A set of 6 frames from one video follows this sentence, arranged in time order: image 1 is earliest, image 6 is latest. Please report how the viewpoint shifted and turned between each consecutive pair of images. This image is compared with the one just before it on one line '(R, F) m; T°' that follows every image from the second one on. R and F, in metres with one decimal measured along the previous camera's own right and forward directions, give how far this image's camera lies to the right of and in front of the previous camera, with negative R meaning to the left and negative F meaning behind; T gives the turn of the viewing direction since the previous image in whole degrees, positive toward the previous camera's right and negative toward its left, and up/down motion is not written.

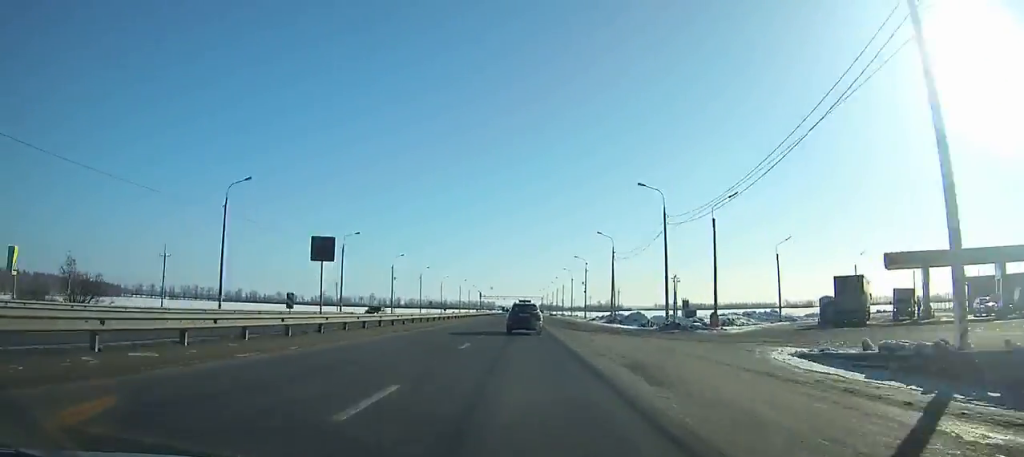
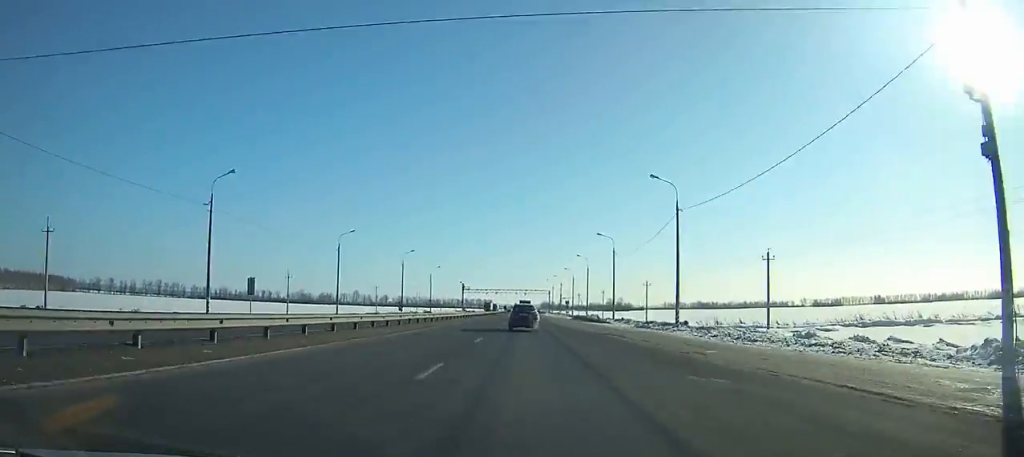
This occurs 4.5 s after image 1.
(-0.4, +90.8) m; 0°
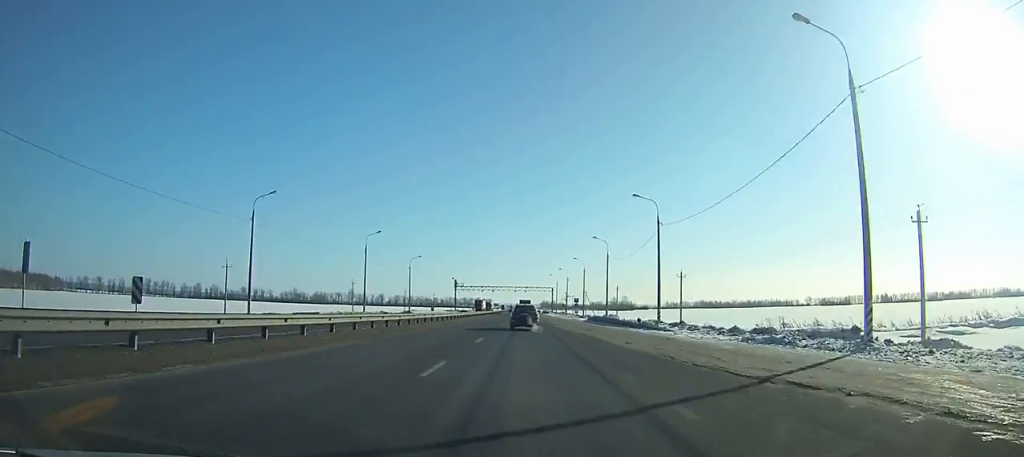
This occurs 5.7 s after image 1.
(0.0, +24.1) m; 0°
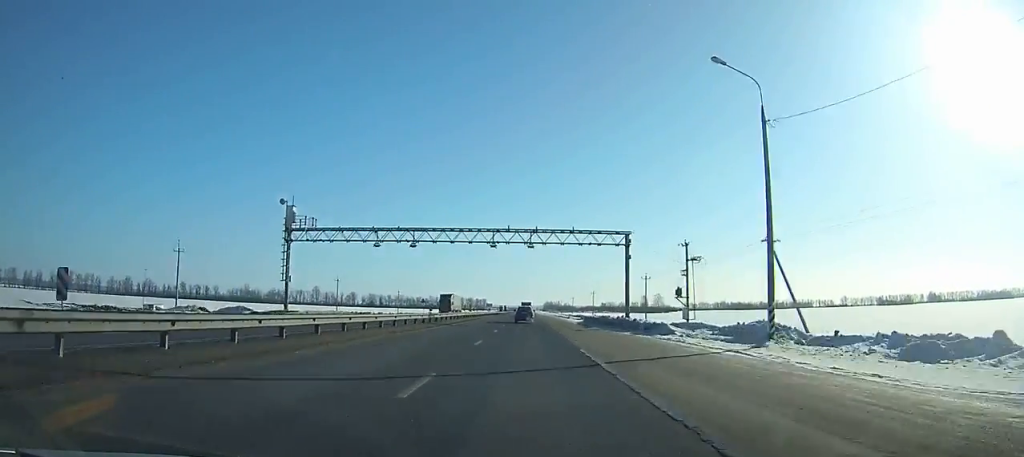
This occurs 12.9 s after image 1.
(-0.1, +145.7) m; 0°
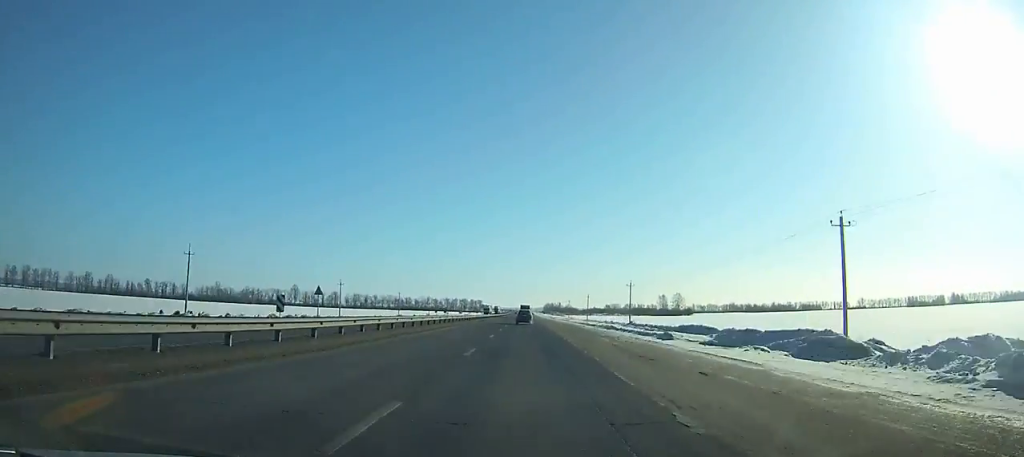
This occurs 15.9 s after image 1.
(0.0, +62.7) m; 0°
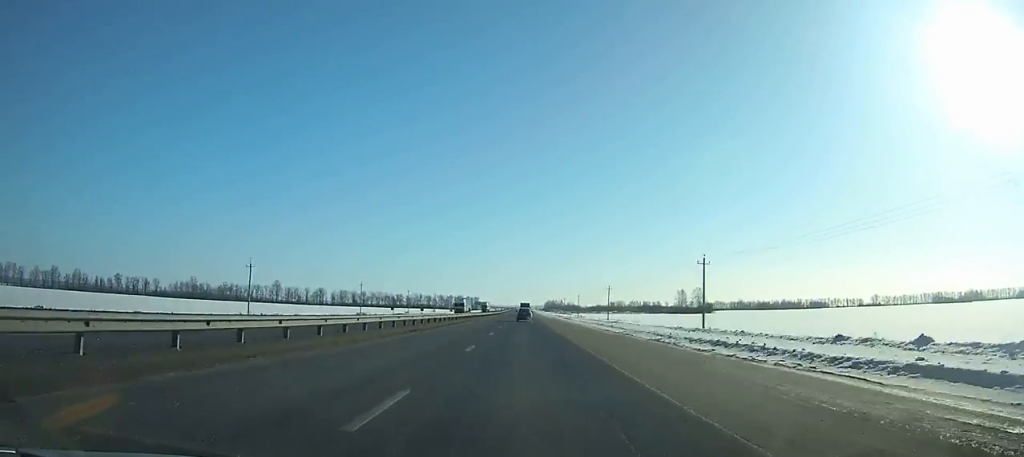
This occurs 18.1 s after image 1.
(-0.1, +47.2) m; 0°
